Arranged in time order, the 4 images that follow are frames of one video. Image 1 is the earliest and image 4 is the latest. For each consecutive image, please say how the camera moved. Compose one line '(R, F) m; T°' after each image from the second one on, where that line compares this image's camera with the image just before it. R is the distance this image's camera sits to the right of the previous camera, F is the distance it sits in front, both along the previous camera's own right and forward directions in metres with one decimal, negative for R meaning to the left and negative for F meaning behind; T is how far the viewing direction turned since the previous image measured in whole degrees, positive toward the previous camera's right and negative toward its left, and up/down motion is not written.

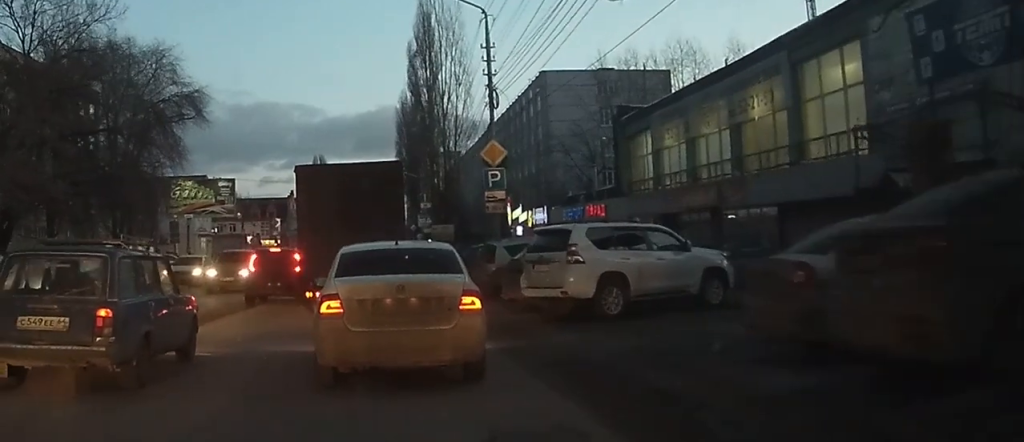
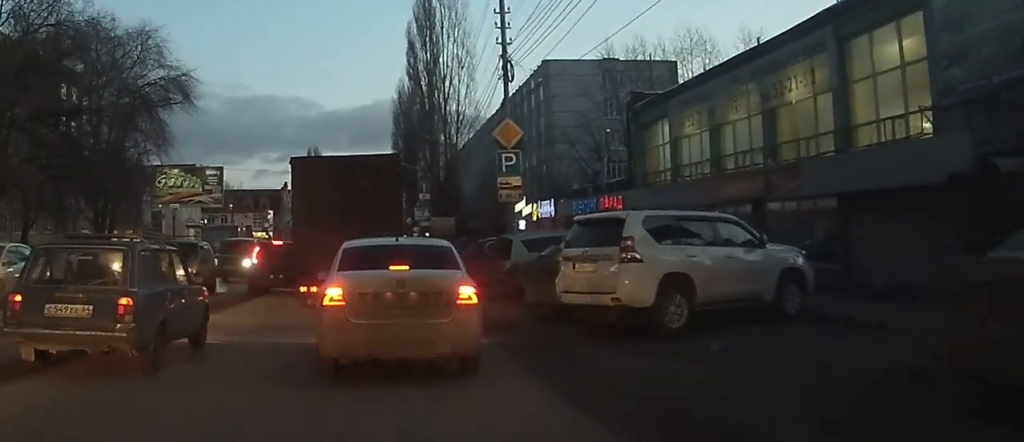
(0.0, +4.0) m; +5°
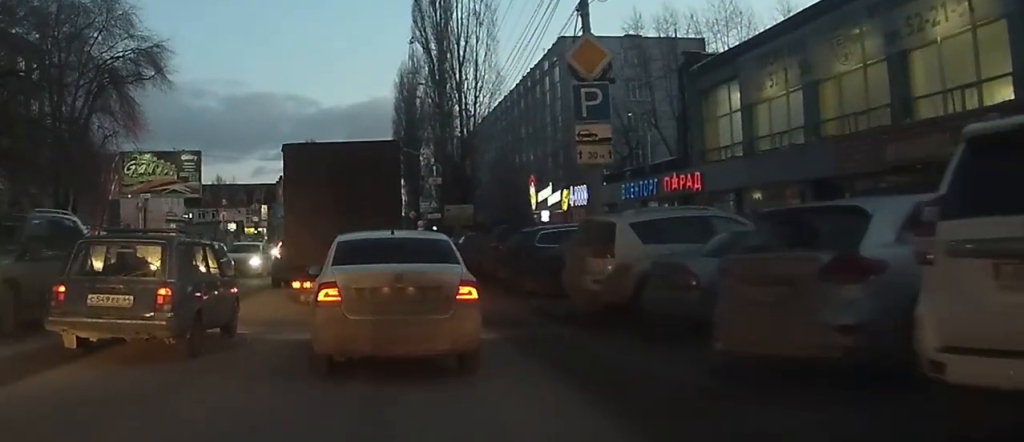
(+0.7, +10.8) m; +2°
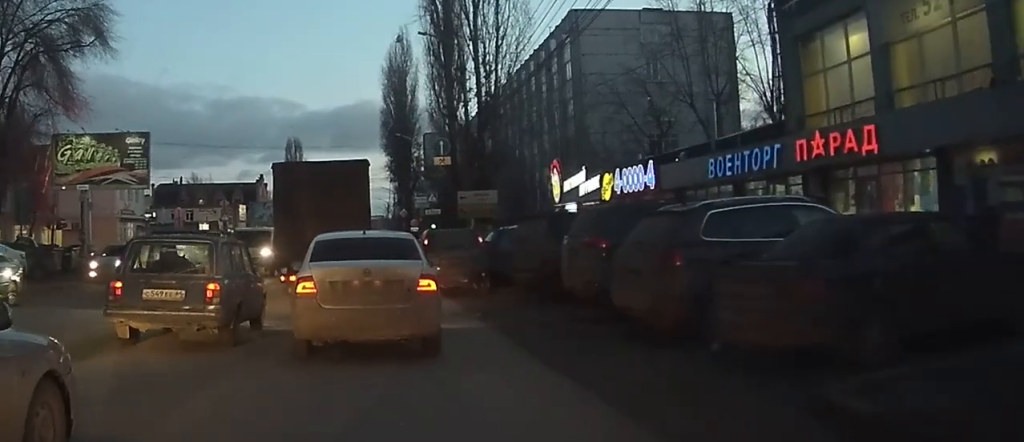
(+0.4, +13.8) m; +2°
